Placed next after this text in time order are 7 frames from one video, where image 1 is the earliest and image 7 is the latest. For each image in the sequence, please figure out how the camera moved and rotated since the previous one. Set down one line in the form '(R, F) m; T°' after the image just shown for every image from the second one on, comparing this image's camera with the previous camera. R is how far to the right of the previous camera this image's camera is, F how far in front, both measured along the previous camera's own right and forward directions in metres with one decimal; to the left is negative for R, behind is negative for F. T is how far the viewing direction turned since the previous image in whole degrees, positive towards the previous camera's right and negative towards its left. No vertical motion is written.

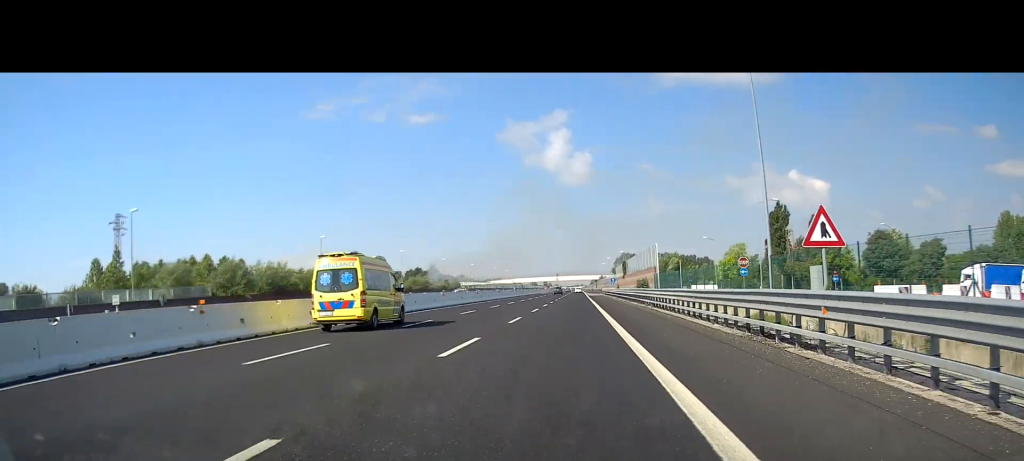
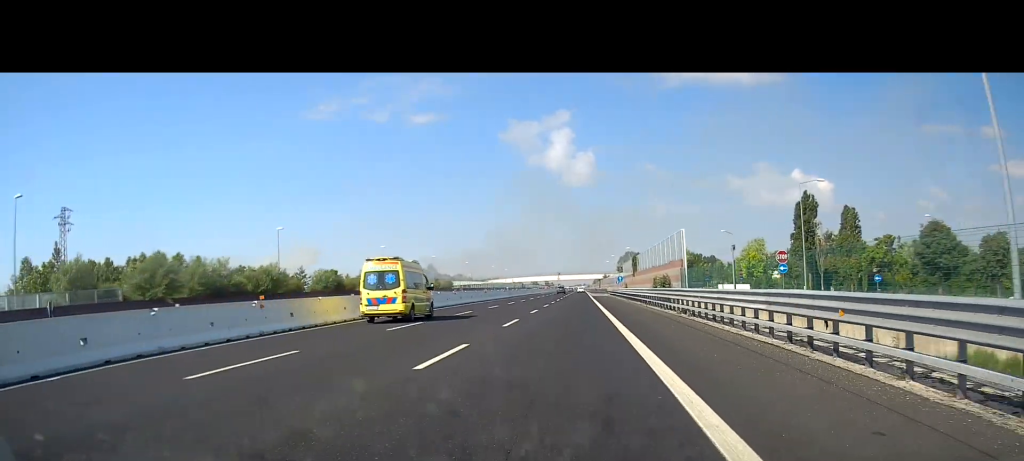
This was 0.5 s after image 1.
(-0.2, +14.0) m; 0°
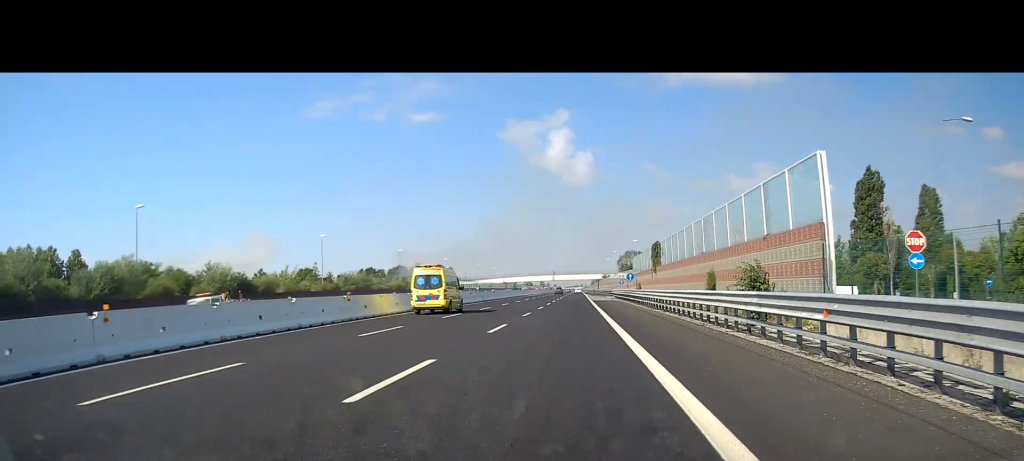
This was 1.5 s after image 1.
(+0.4, +26.3) m; 0°
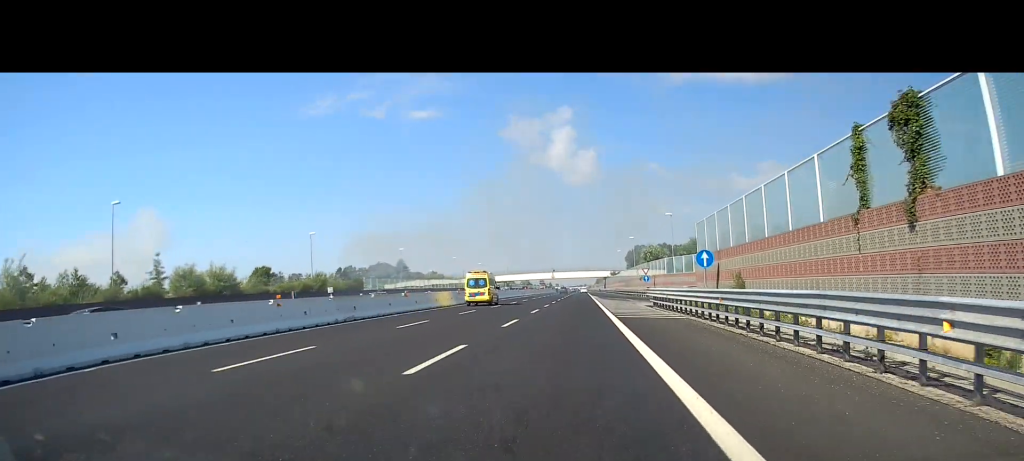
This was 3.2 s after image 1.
(-0.5, +43.9) m; 0°
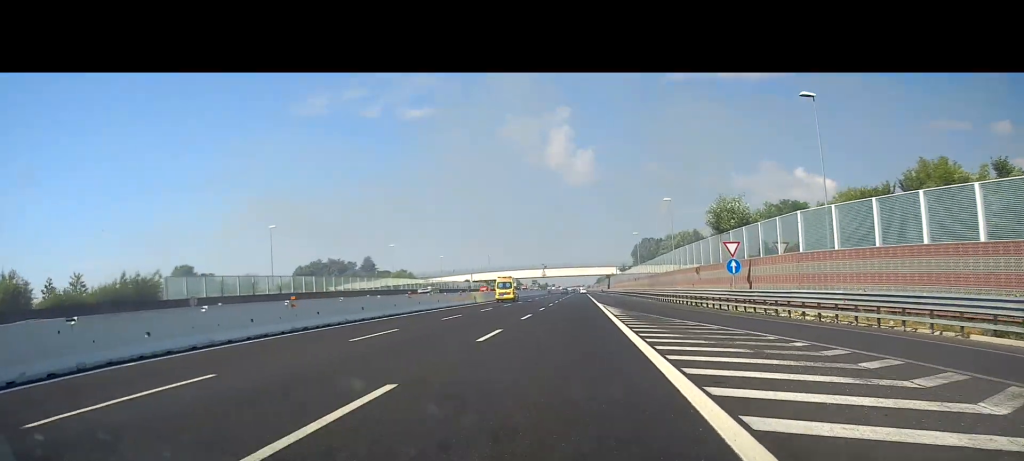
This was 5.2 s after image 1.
(0.0, +52.7) m; -1°
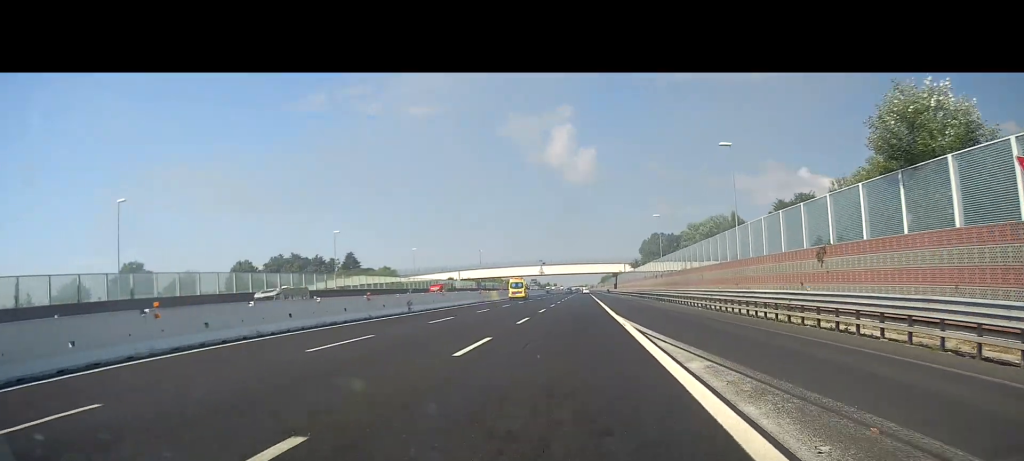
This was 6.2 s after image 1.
(0.0, +27.2) m; 0°
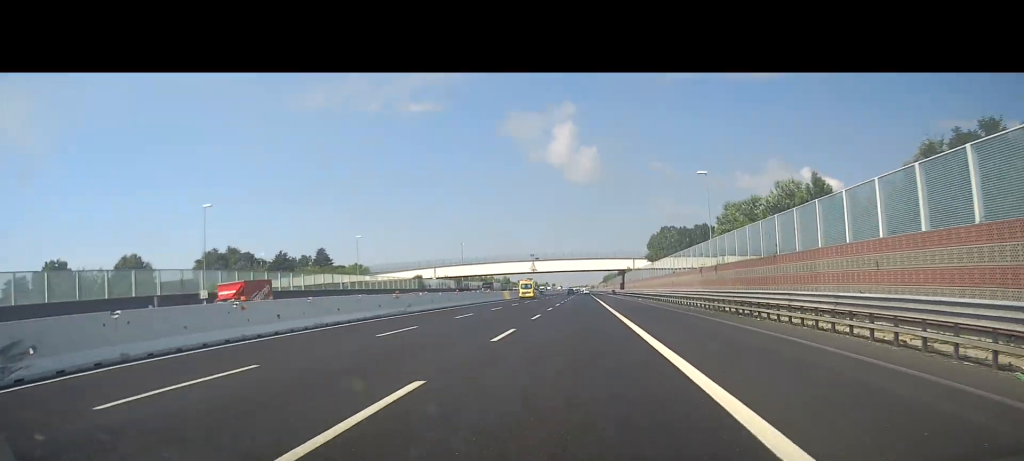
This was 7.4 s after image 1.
(+0.1, +31.5) m; 0°
